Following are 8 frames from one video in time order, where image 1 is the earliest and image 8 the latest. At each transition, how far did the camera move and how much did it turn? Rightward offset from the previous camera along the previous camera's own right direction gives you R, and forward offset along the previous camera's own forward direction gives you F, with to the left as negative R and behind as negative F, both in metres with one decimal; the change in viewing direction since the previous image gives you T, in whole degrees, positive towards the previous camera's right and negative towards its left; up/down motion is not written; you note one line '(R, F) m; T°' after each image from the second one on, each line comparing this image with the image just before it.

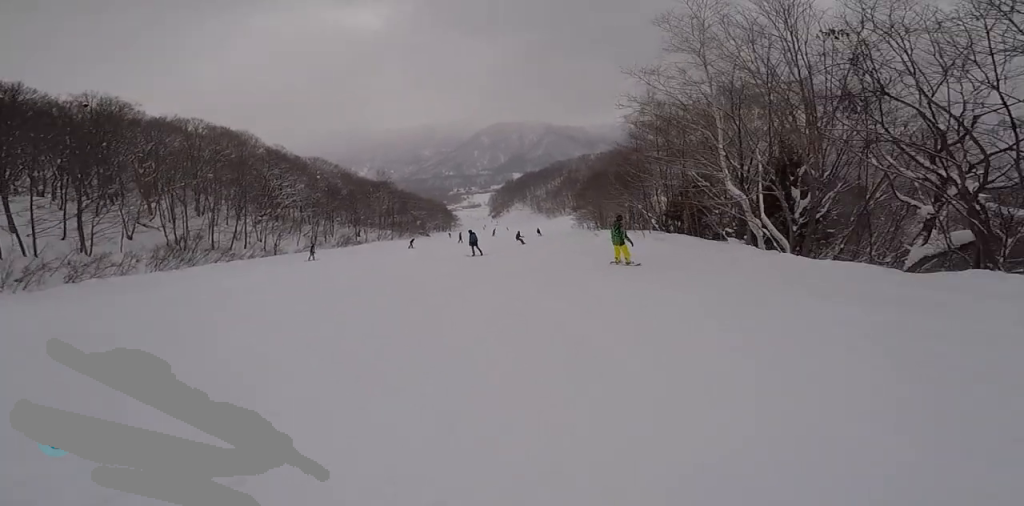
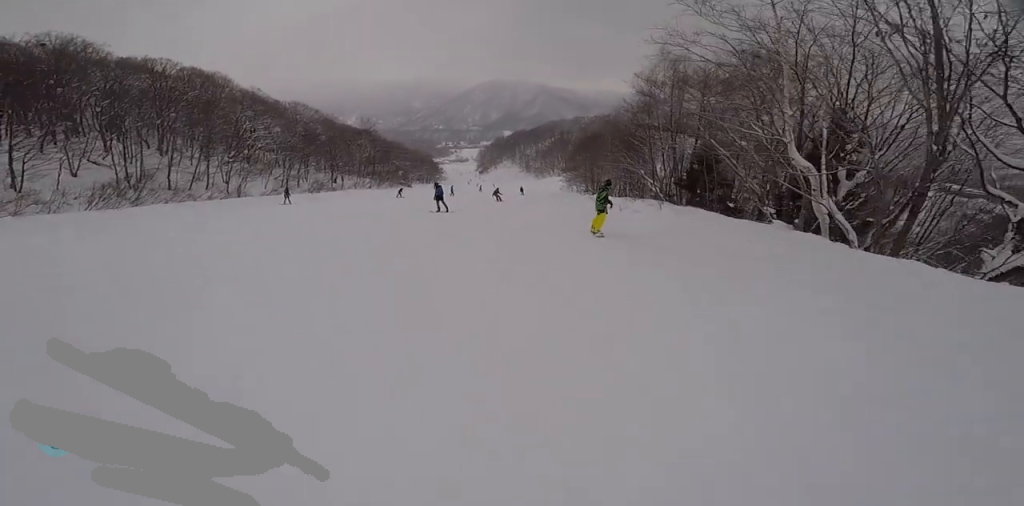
(-0.4, +3.5) m; +2°
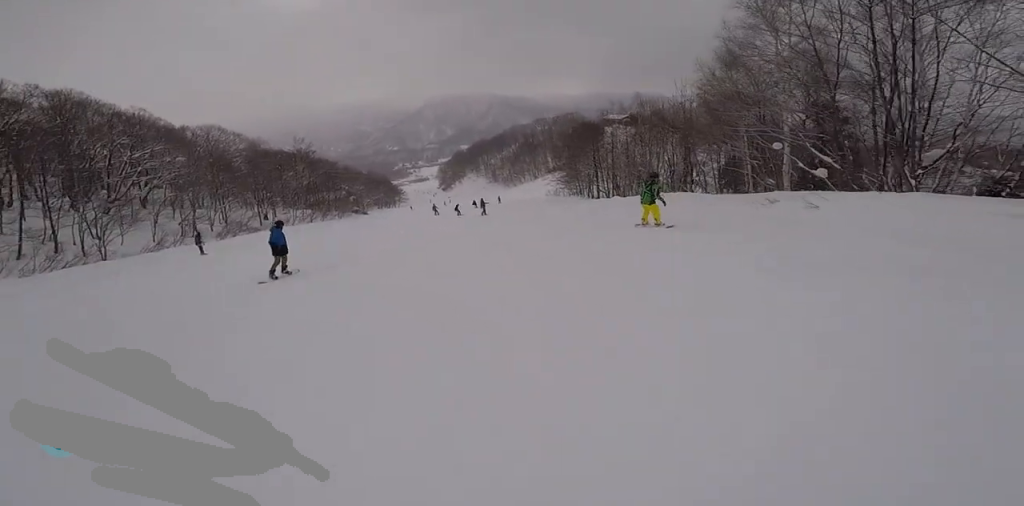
(+2.9, +16.3) m; +10°
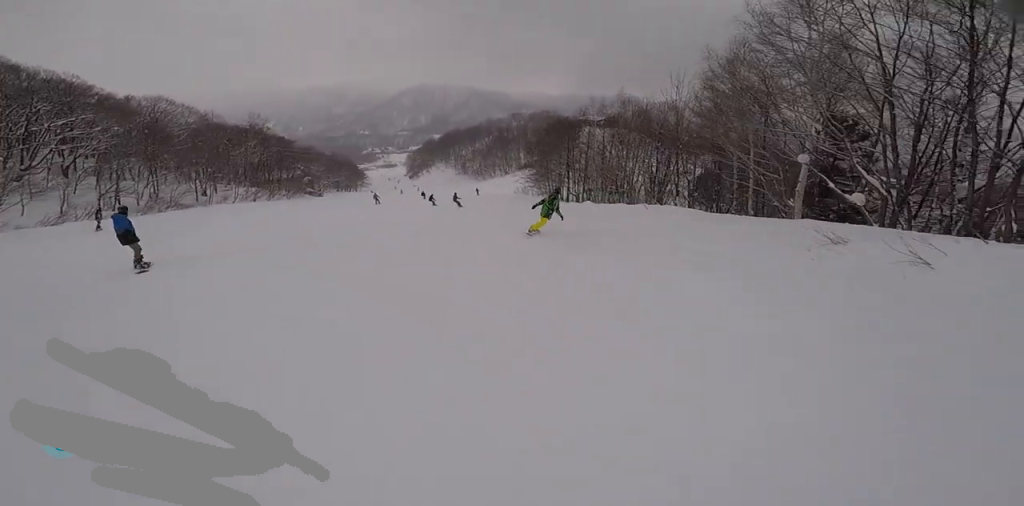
(-0.3, +5.0) m; -3°
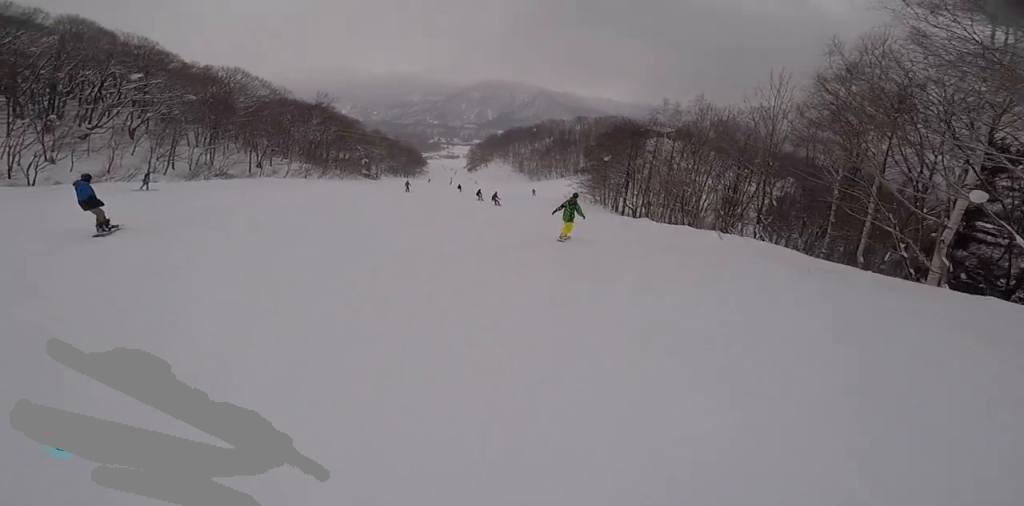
(0.0, +4.9) m; 0°
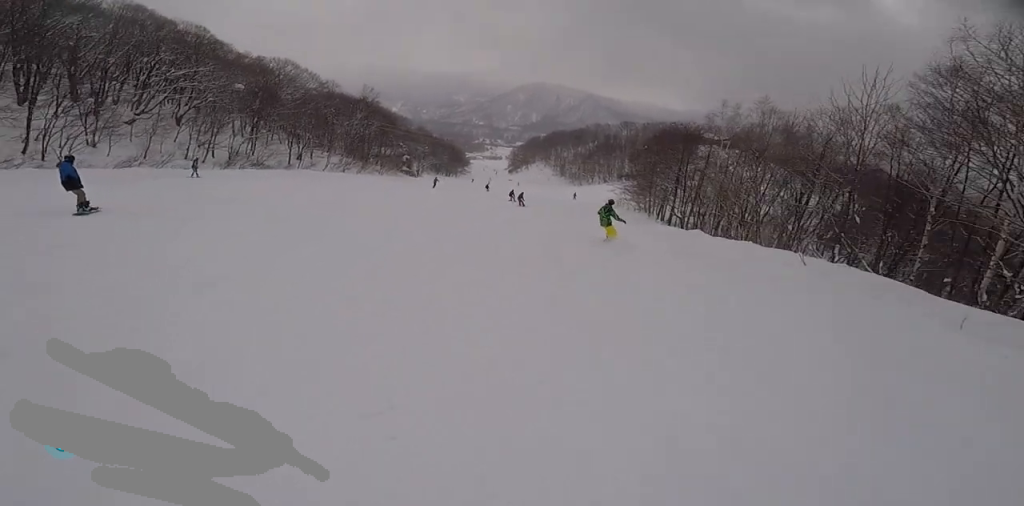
(0.0, +3.4) m; 0°
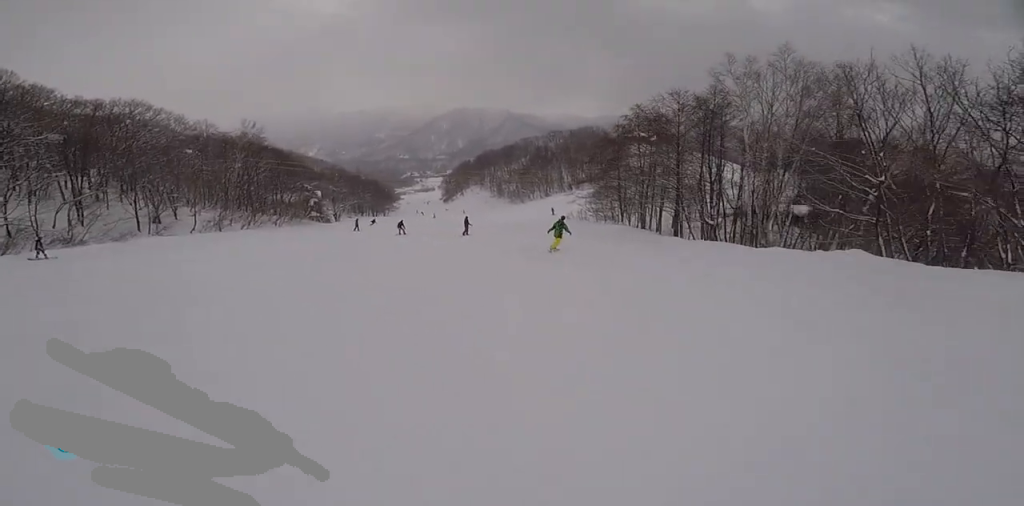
(0.0, +16.3) m; 0°
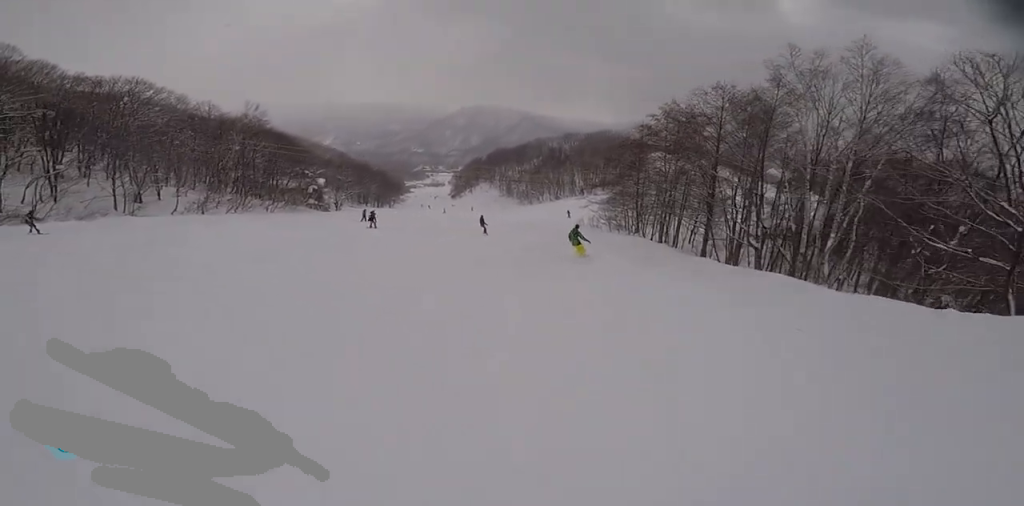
(0.0, +4.4) m; 0°
